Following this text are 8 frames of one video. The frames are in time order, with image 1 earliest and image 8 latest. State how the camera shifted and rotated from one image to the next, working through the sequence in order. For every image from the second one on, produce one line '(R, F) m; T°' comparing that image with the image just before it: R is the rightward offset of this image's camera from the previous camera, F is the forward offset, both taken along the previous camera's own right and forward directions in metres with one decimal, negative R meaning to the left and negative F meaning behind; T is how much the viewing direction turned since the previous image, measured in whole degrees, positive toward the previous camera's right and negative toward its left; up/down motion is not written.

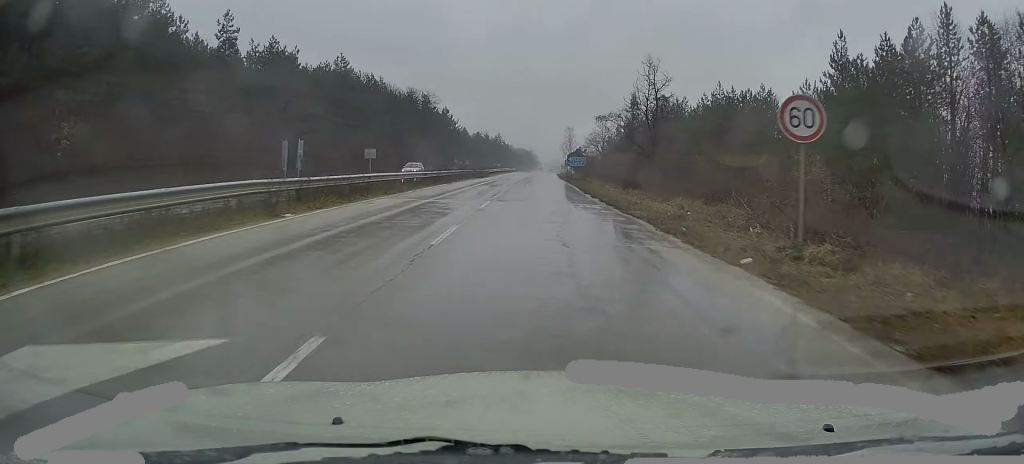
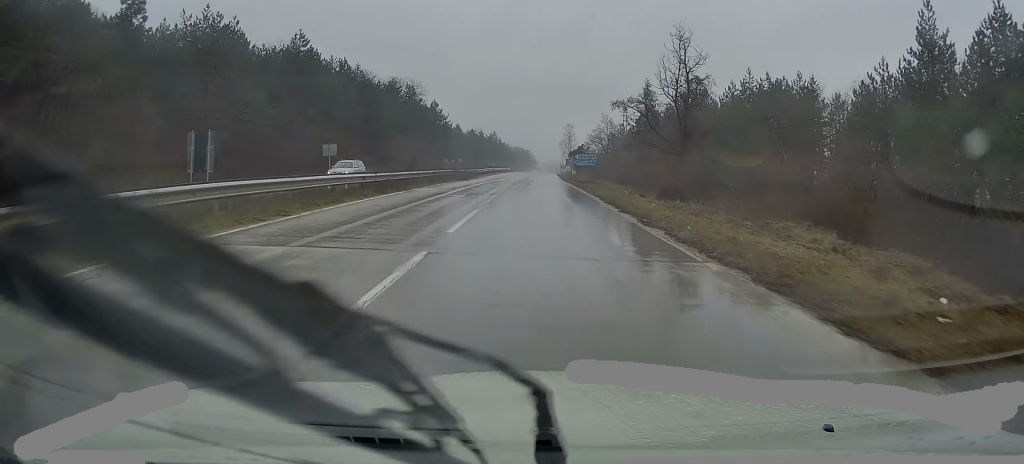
(-0.2, +13.2) m; +1°
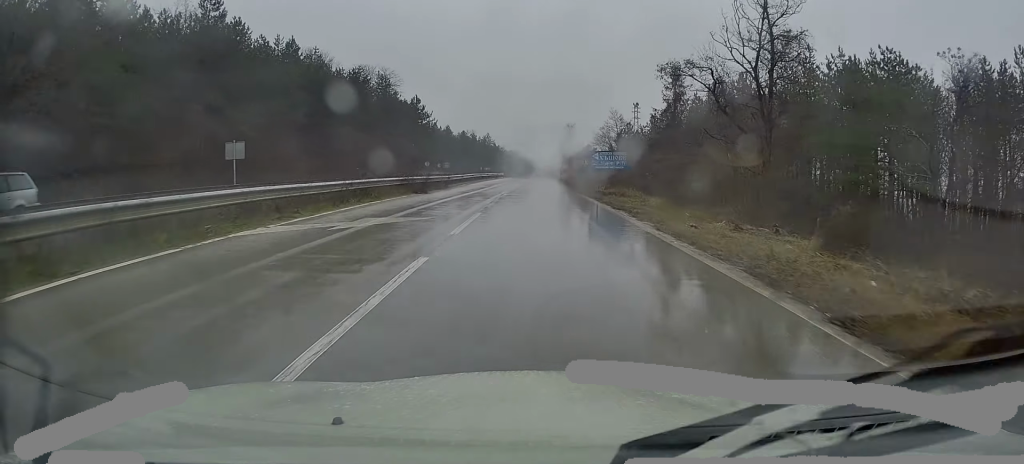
(+0.4, +18.0) m; +1°
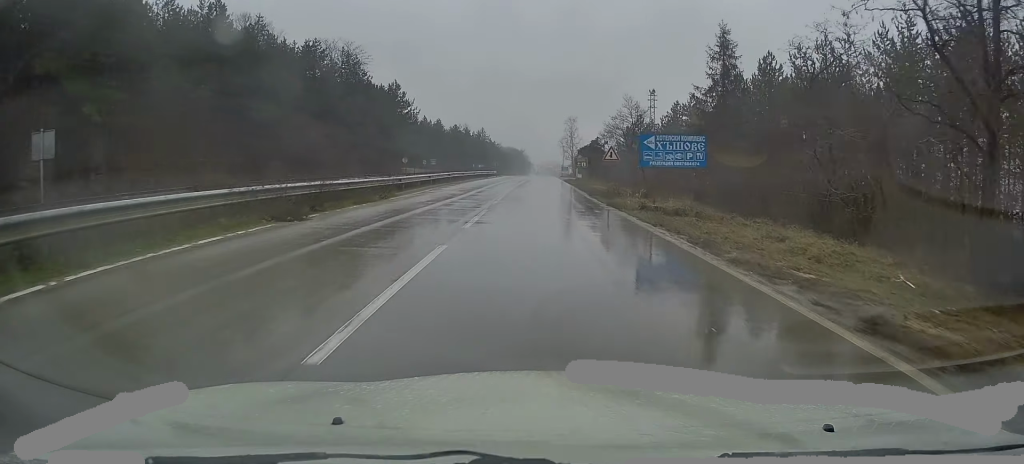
(0.0, +16.9) m; 0°
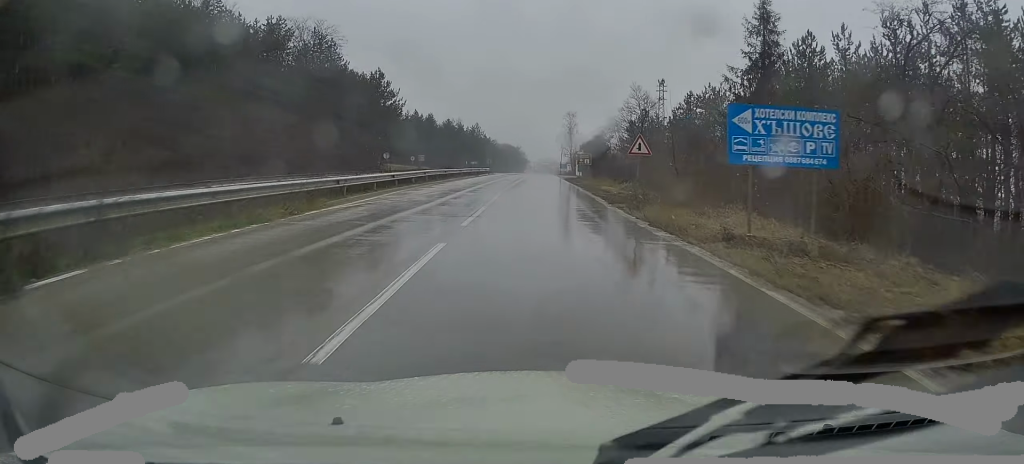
(-0.1, +9.2) m; 0°
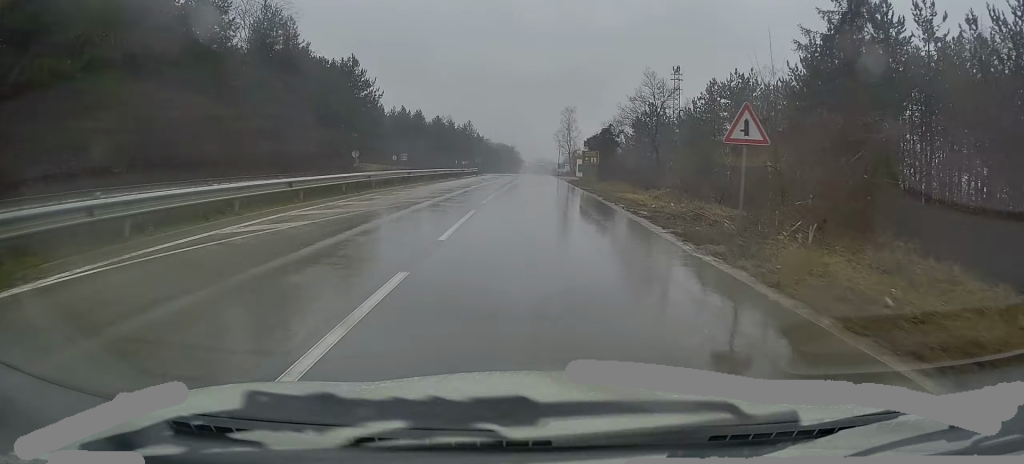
(+0.2, +11.9) m; 0°
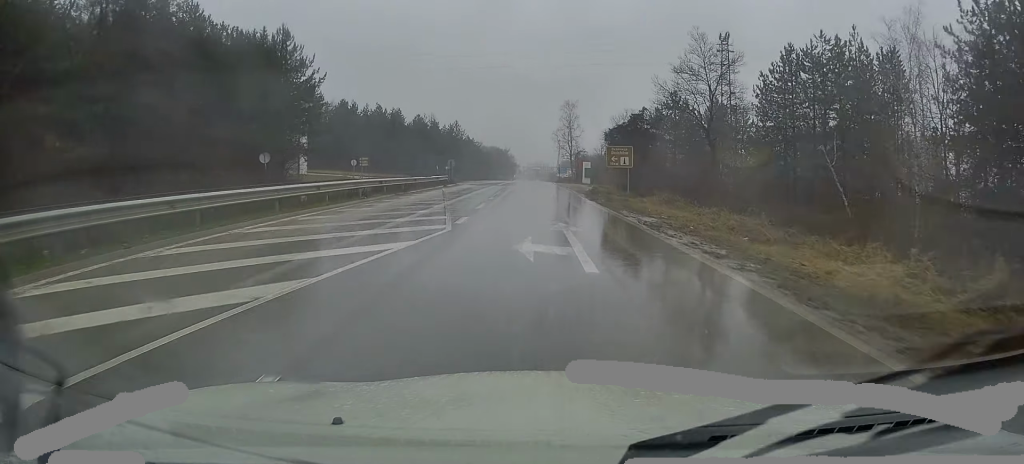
(-0.2, +22.0) m; 0°
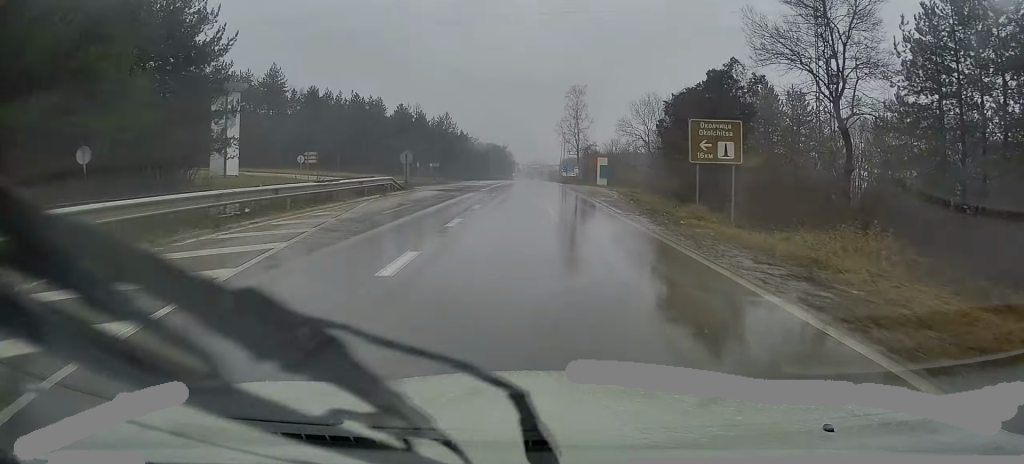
(+0.2, +19.6) m; 0°
